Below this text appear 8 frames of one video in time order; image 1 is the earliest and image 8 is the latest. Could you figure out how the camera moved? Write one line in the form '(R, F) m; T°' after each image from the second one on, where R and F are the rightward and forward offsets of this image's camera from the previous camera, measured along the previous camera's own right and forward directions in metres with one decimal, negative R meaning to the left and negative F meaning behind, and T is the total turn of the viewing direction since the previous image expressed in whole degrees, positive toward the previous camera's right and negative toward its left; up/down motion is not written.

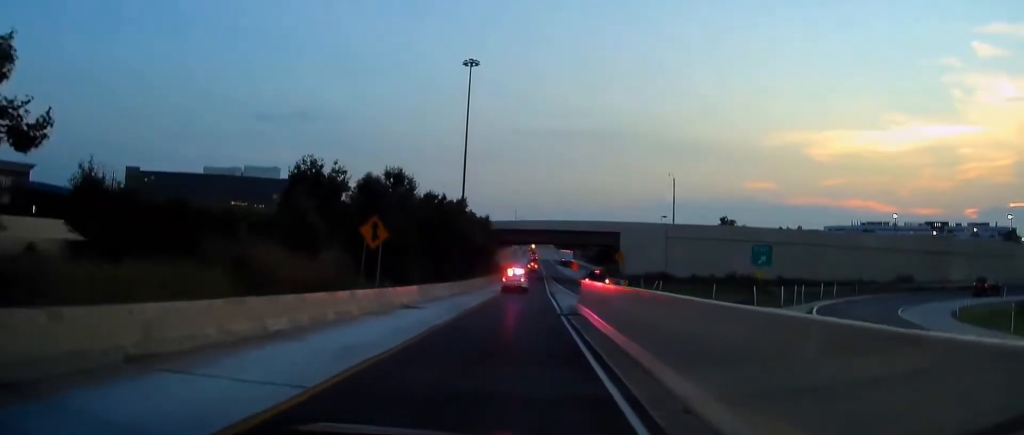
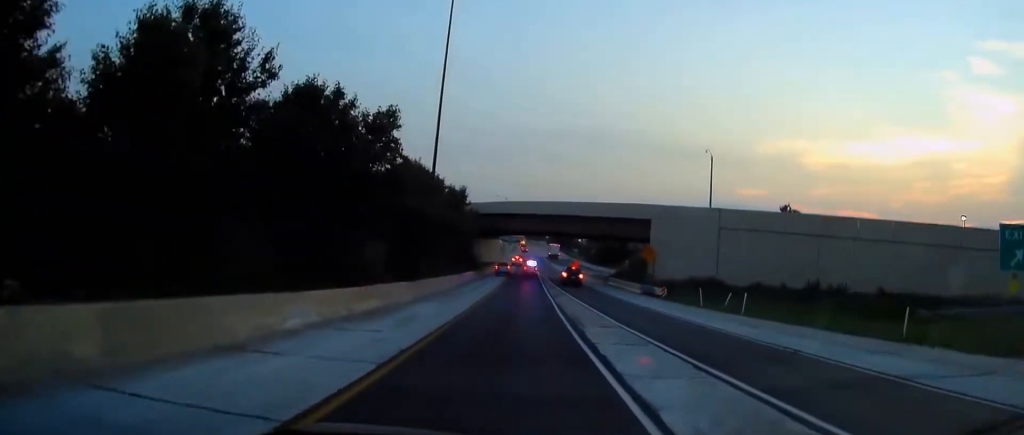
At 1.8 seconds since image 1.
(-0.4, +22.7) m; -1°
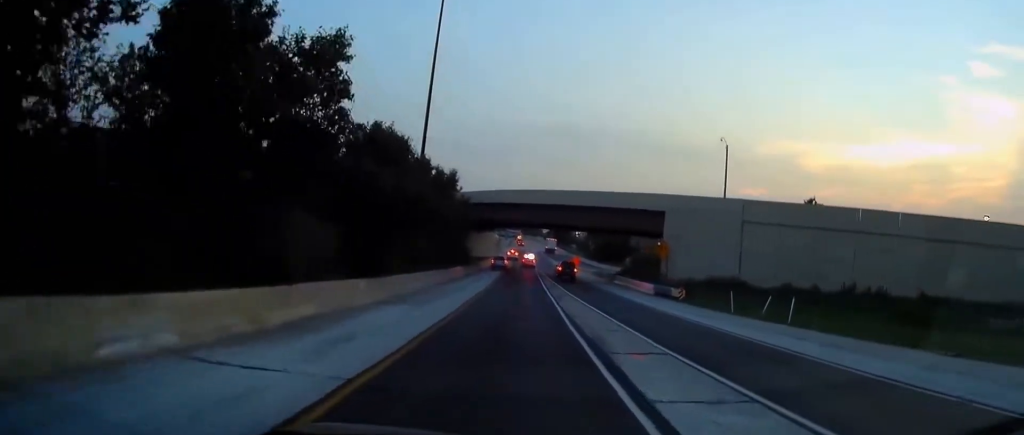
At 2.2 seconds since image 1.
(-0.2, +6.2) m; 0°
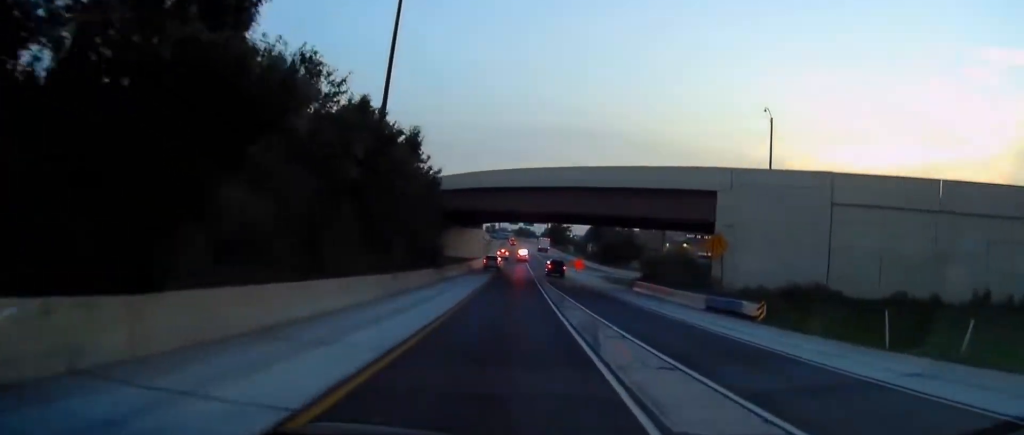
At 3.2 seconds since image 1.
(+0.5, +15.3) m; +1°
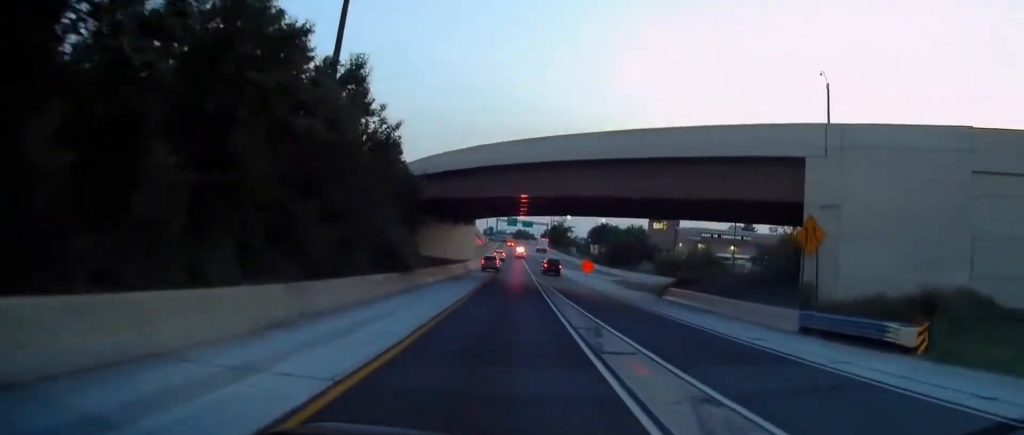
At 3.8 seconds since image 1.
(-0.1, +11.9) m; -1°
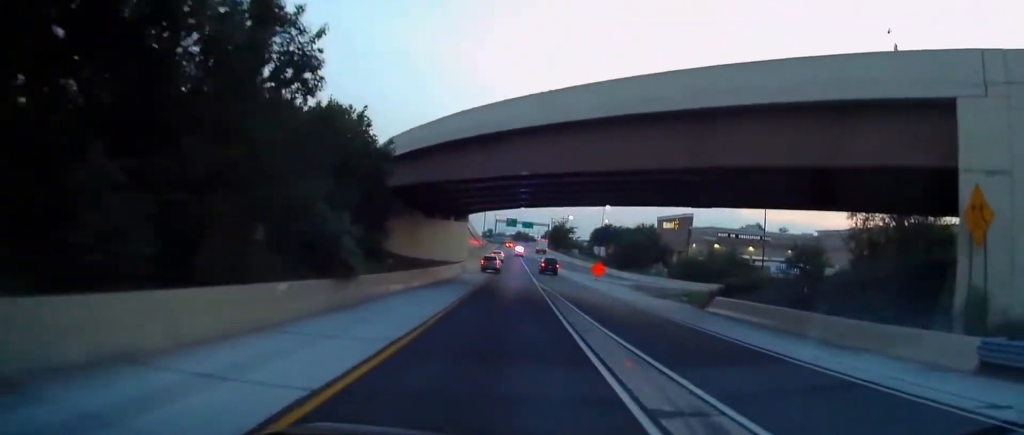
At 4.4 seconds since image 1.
(0.0, +9.6) m; -1°
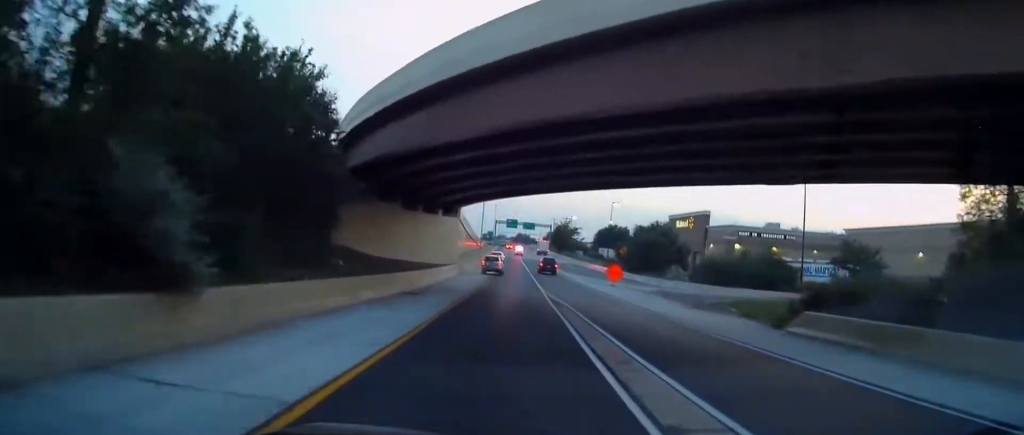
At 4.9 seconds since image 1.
(-0.1, +9.8) m; 0°
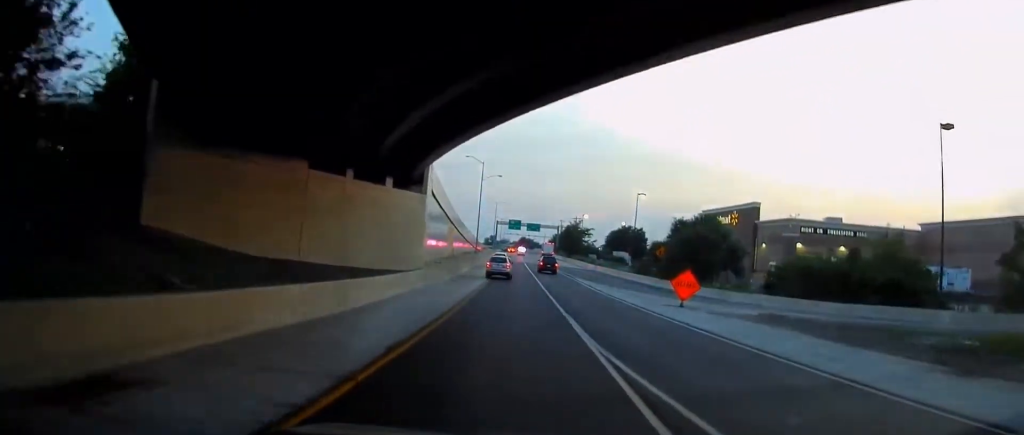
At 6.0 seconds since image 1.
(-0.1, +20.7) m; -1°
